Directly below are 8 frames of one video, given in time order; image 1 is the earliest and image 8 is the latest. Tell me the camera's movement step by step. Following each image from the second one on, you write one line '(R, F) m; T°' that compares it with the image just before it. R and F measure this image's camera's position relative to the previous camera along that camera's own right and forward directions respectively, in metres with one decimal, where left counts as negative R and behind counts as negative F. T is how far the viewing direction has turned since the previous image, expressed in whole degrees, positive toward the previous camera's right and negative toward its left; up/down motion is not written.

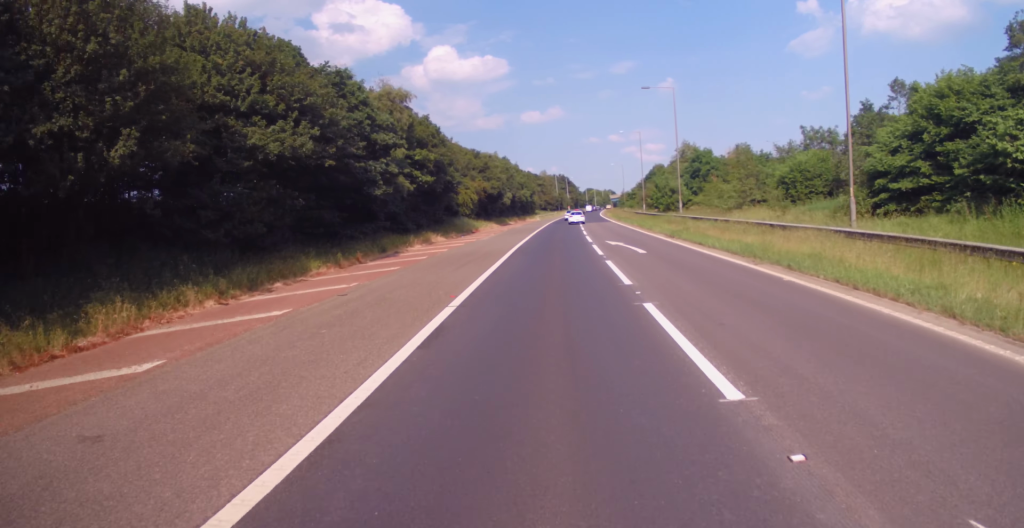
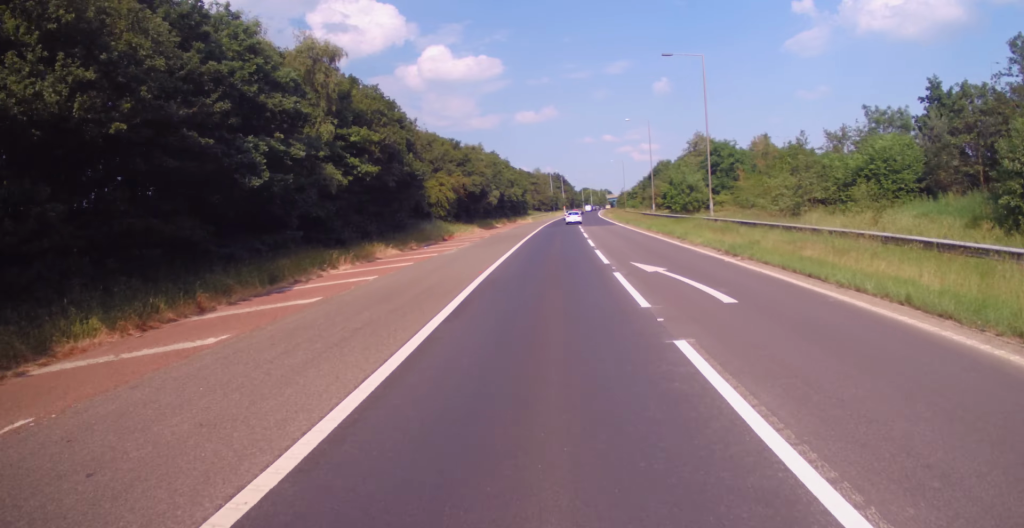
(+0.2, +12.7) m; 0°
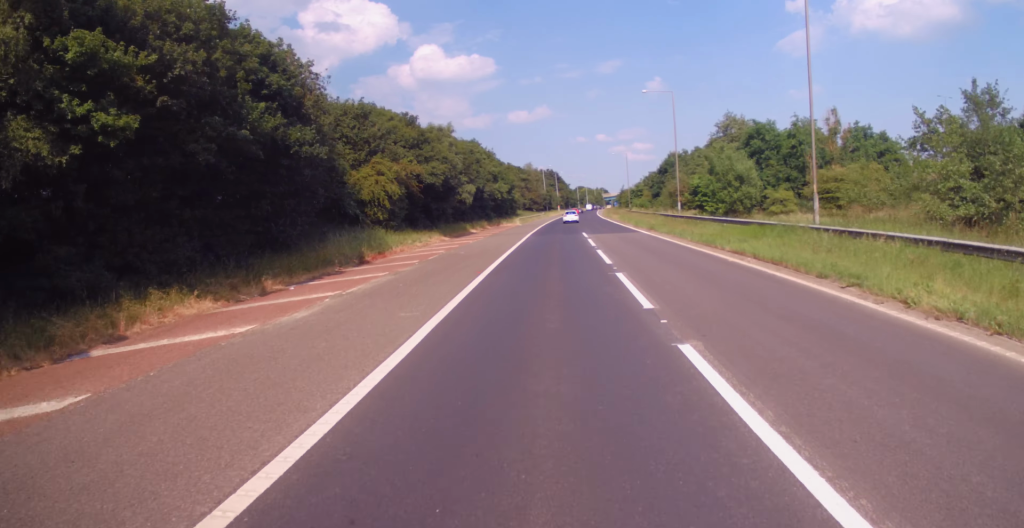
(-0.3, +18.8) m; 0°
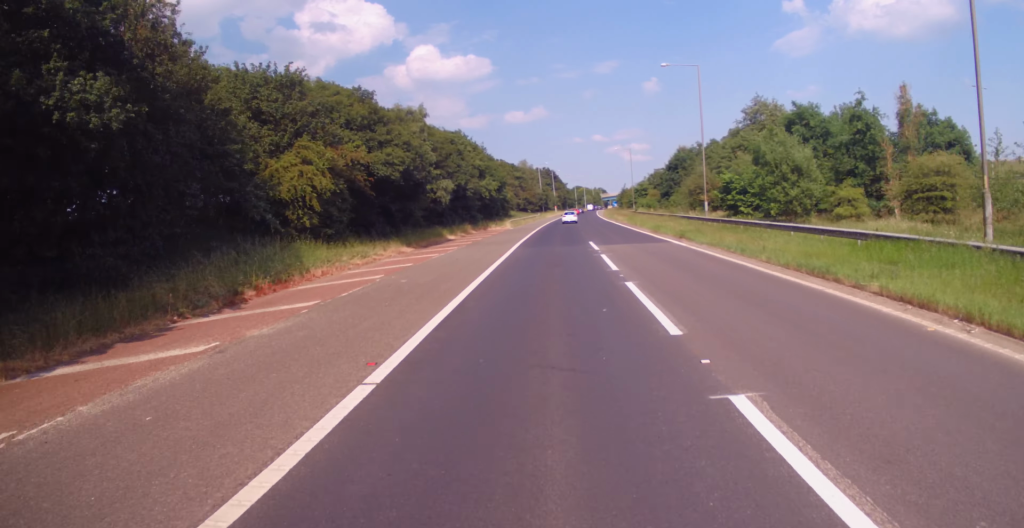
(-0.2, +11.3) m; 0°
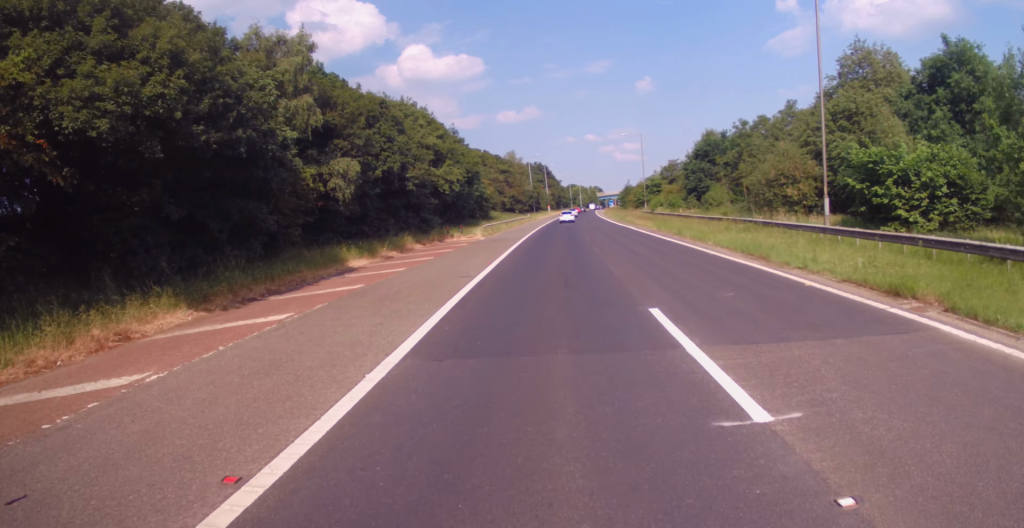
(+0.4, +21.9) m; +1°
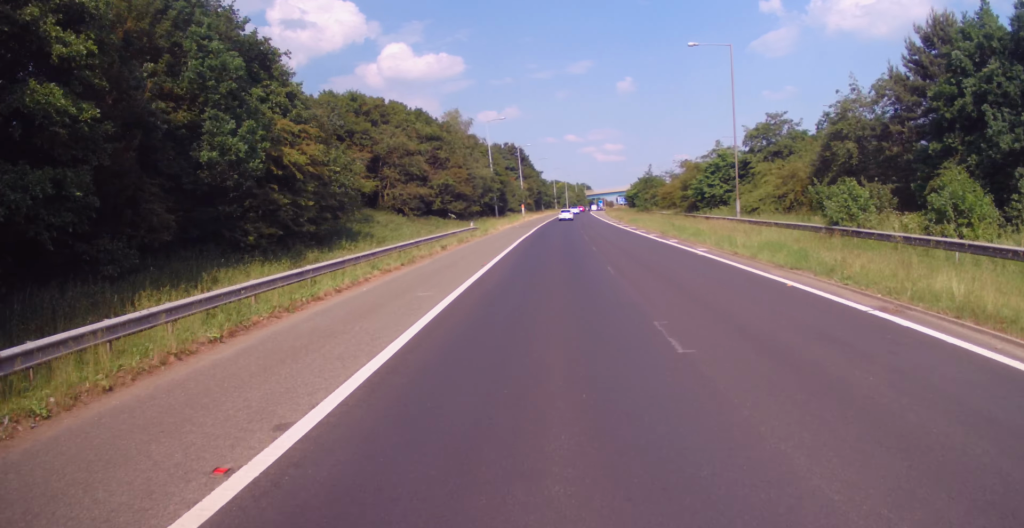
(+0.8, +53.3) m; +2°
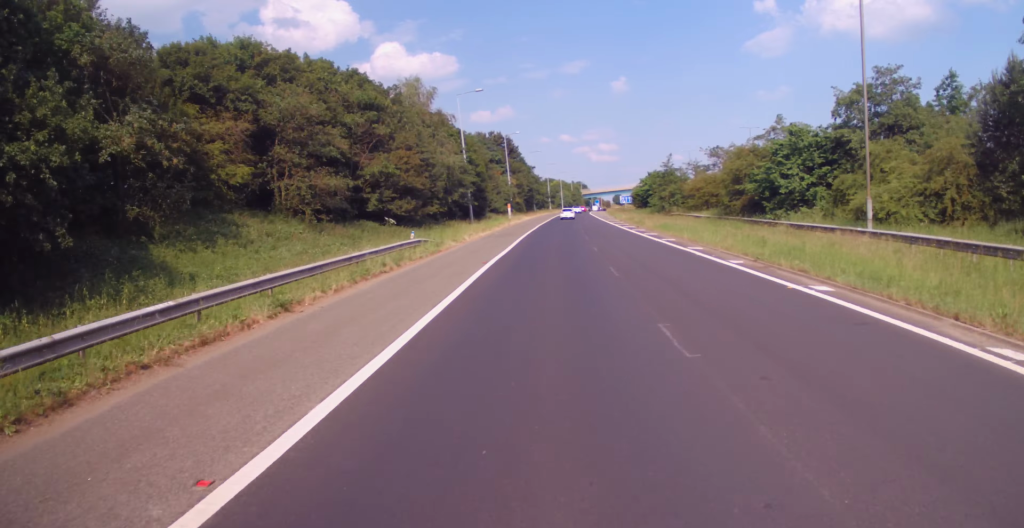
(+0.1, +18.2) m; +1°
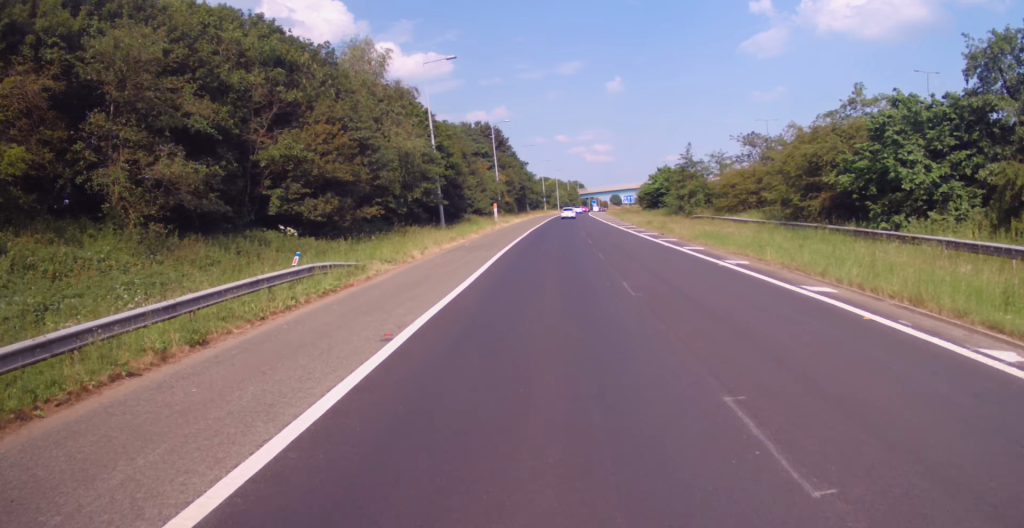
(+0.3, +12.9) m; +1°
